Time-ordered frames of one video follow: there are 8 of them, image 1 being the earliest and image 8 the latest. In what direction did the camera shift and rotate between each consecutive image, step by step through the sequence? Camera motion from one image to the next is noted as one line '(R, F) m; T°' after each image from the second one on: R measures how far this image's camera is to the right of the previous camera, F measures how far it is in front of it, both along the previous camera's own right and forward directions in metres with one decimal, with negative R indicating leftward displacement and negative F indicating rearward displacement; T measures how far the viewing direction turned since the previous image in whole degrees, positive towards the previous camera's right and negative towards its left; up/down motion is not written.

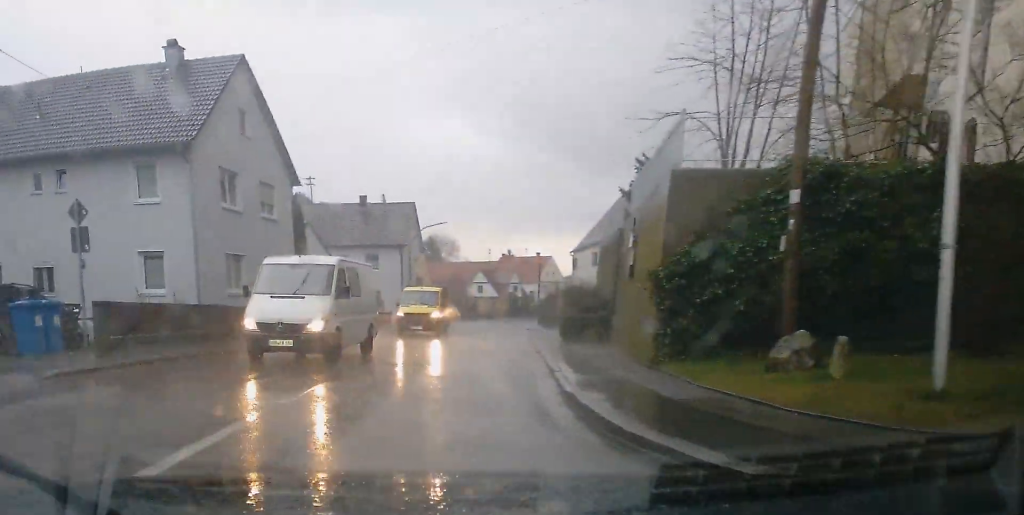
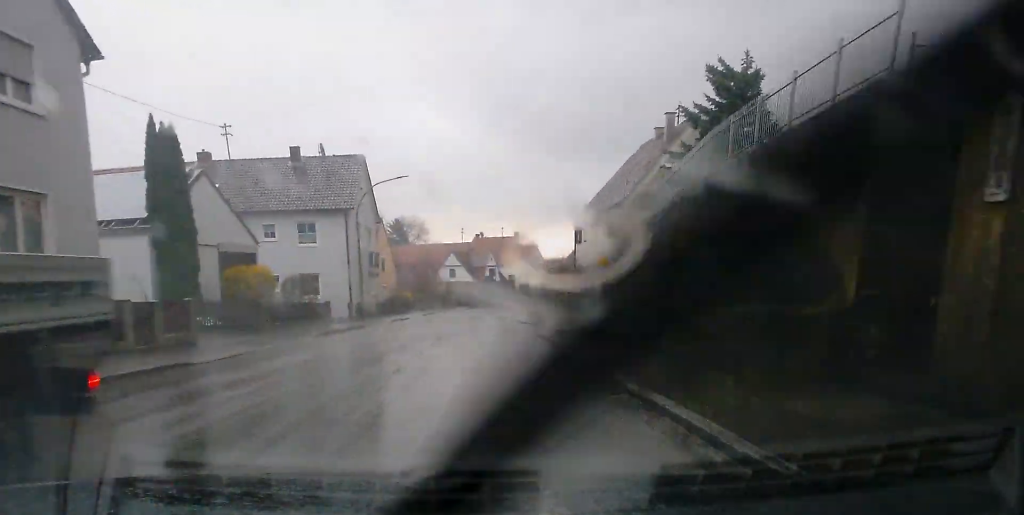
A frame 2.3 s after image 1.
(-2.6, +15.9) m; -8°
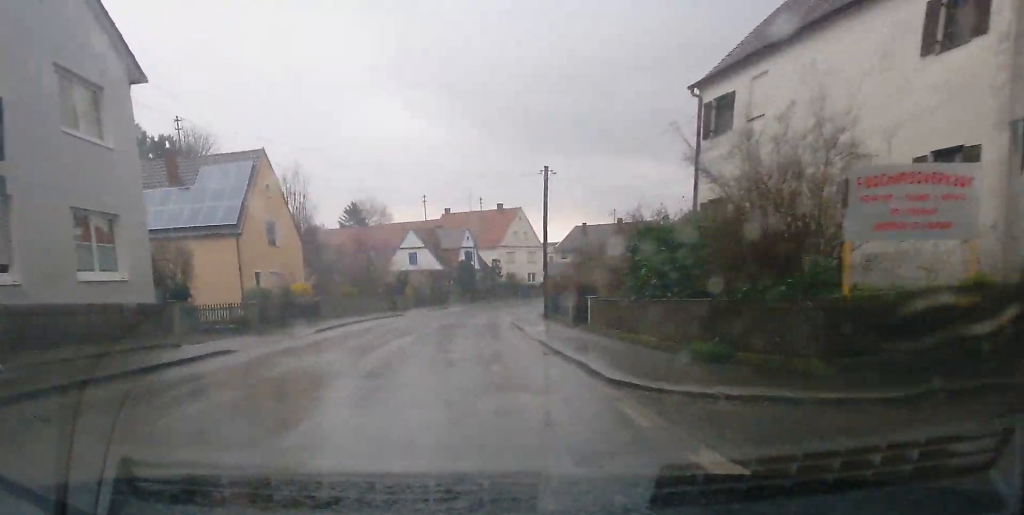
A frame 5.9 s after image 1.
(+1.3, +31.7) m; +4°
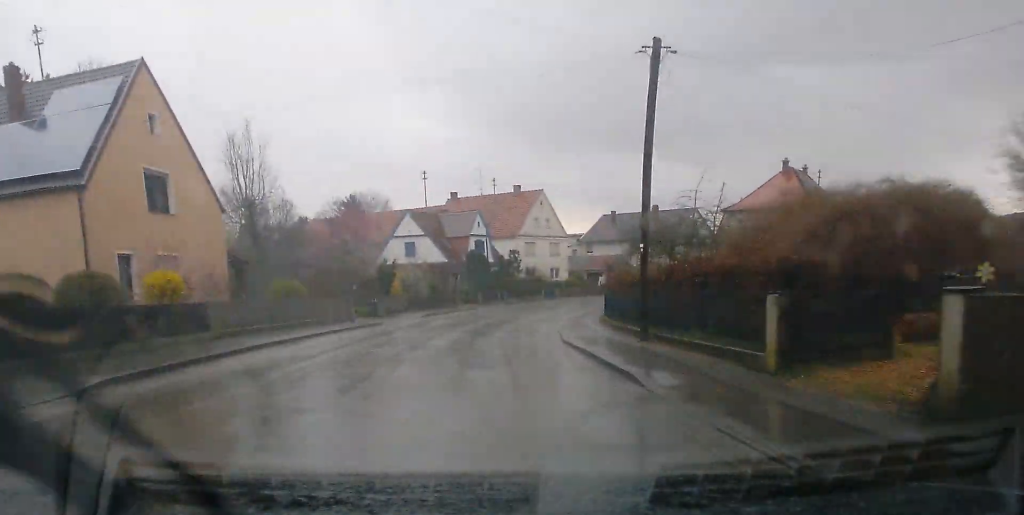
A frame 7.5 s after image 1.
(0.0, +15.9) m; +1°
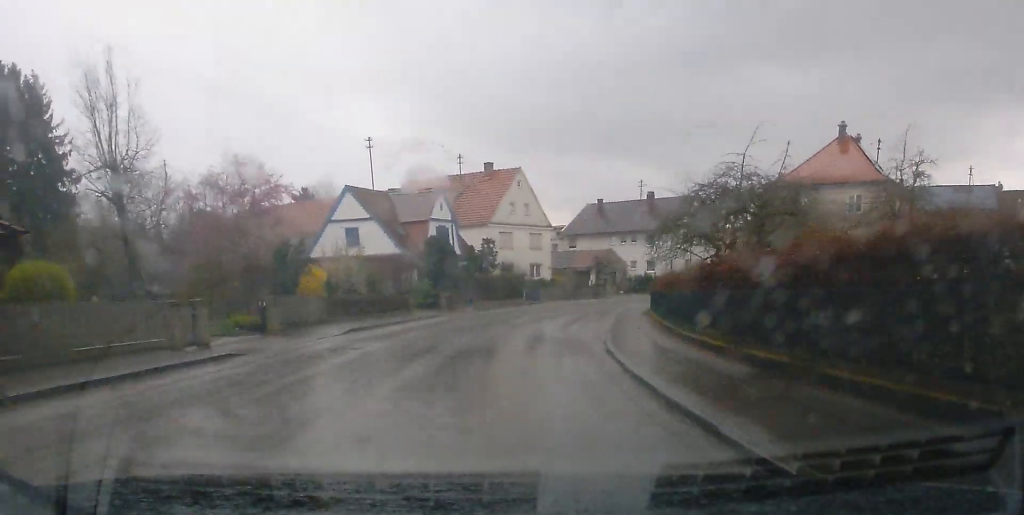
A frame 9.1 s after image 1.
(+0.1, +16.4) m; +4°
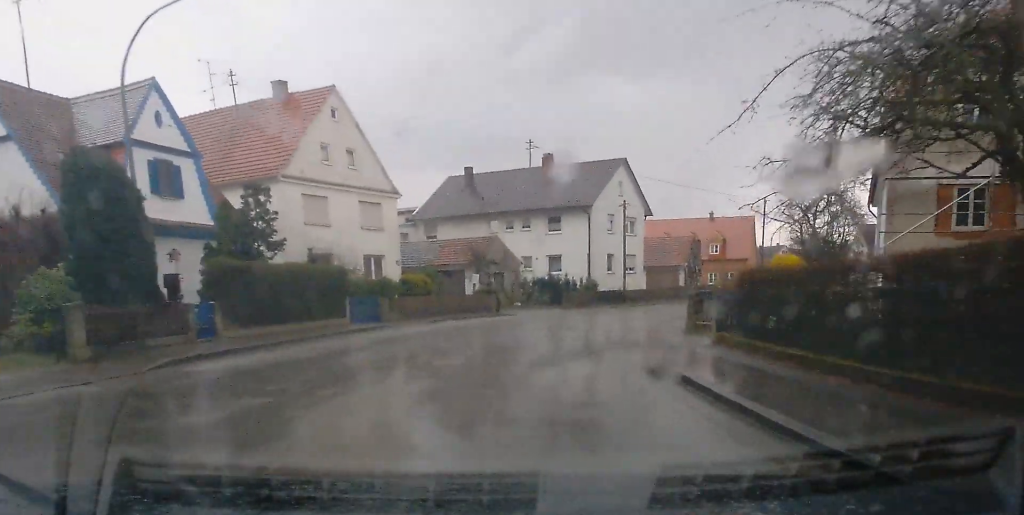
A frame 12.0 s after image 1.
(+2.5, +30.6) m; +14°
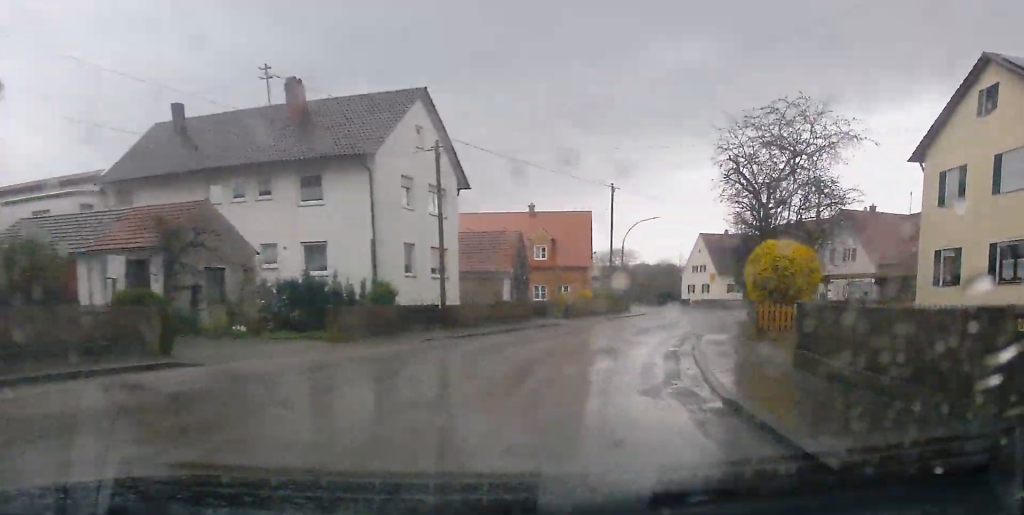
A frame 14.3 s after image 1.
(+3.2, +24.6) m; +15°
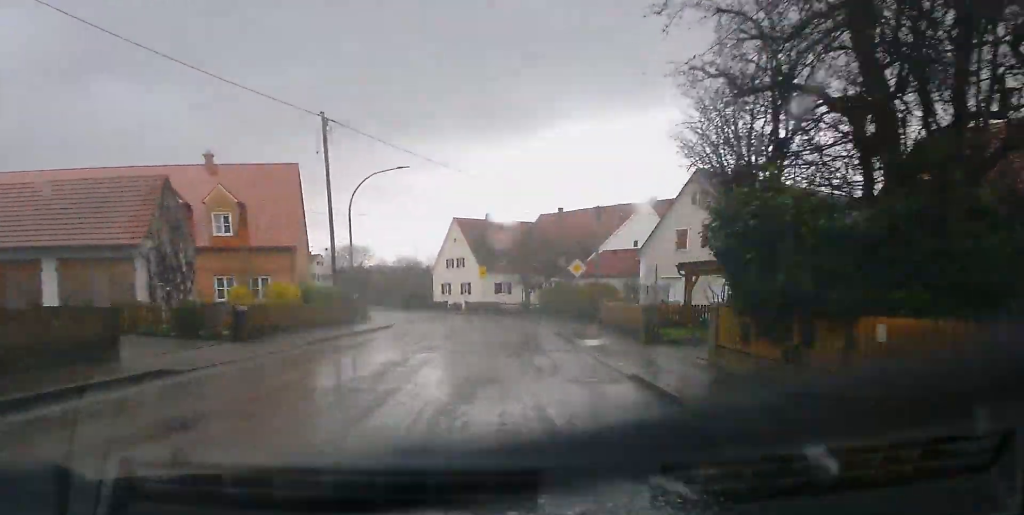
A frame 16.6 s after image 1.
(+3.3, +25.8) m; +10°
